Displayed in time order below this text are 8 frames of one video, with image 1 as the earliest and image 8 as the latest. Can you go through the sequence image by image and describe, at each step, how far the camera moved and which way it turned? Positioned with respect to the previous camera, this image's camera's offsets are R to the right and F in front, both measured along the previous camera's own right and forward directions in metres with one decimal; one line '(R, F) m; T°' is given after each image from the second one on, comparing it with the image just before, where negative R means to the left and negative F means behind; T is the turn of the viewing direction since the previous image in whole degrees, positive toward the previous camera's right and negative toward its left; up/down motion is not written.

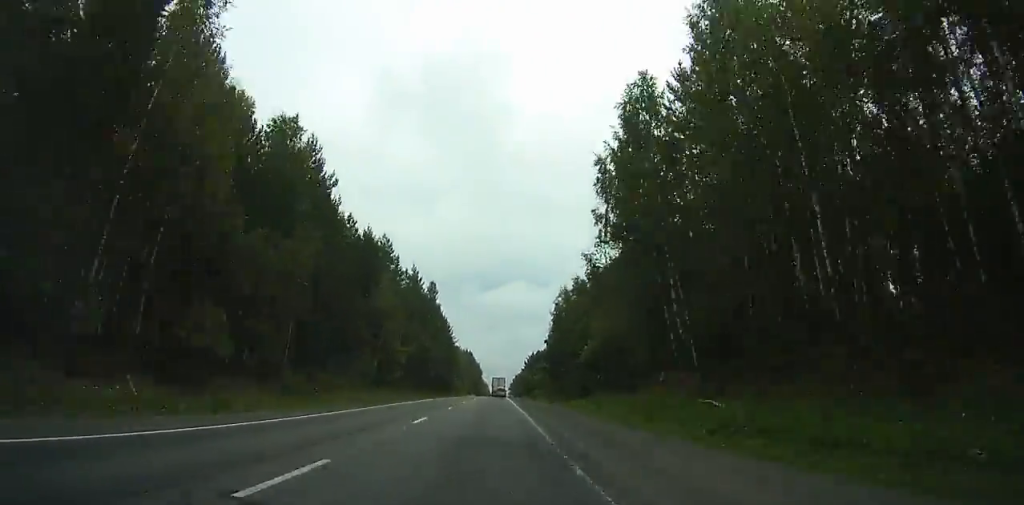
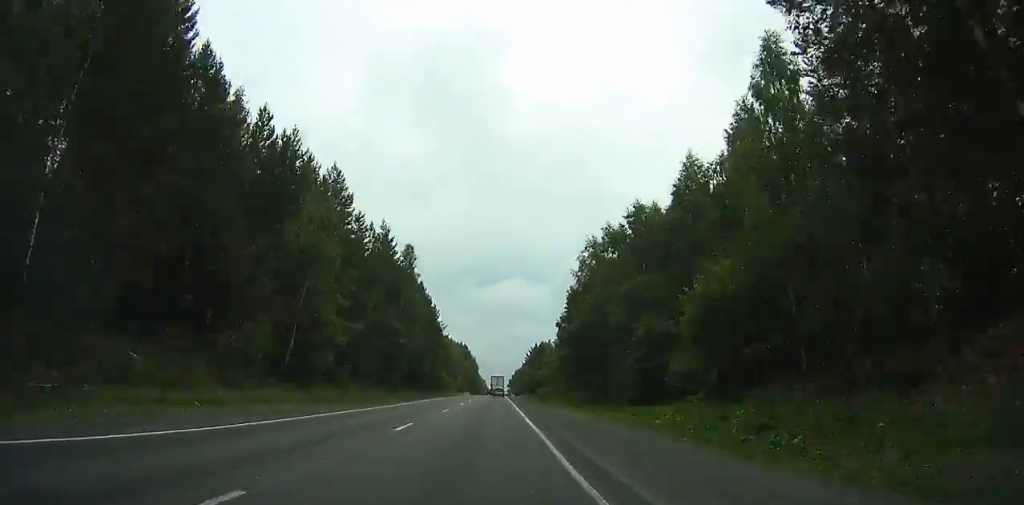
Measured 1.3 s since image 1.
(0.0, +27.1) m; 0°
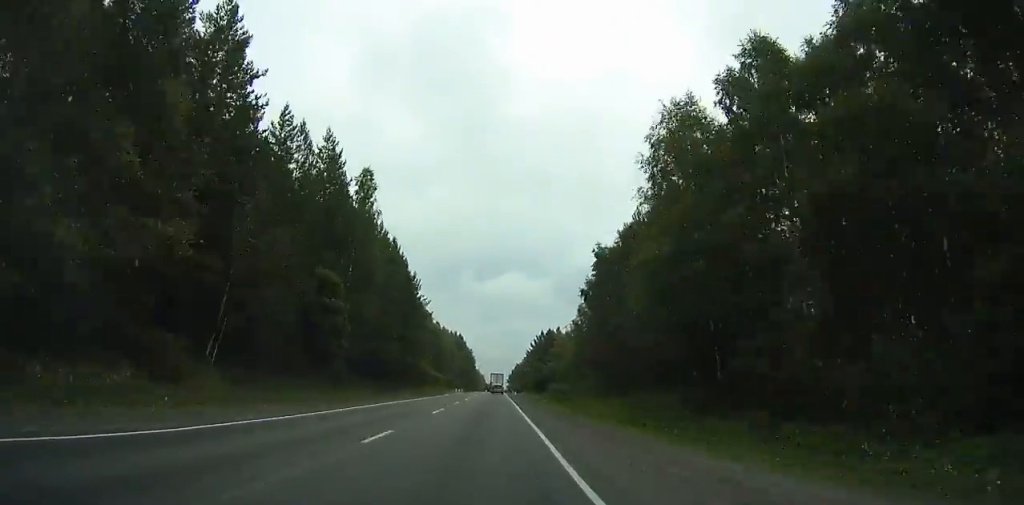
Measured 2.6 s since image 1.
(-0.3, +27.3) m; 0°
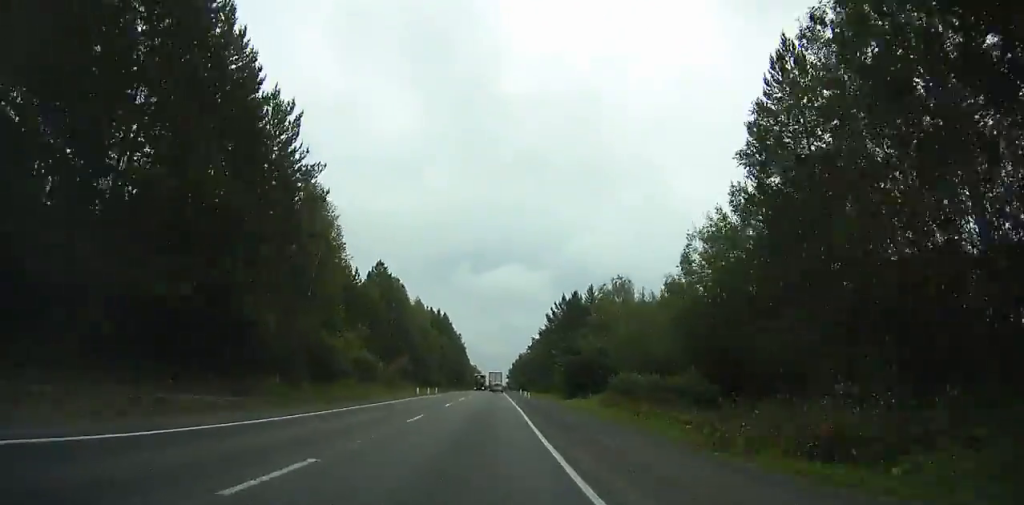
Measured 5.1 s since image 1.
(0.0, +52.7) m; +1°
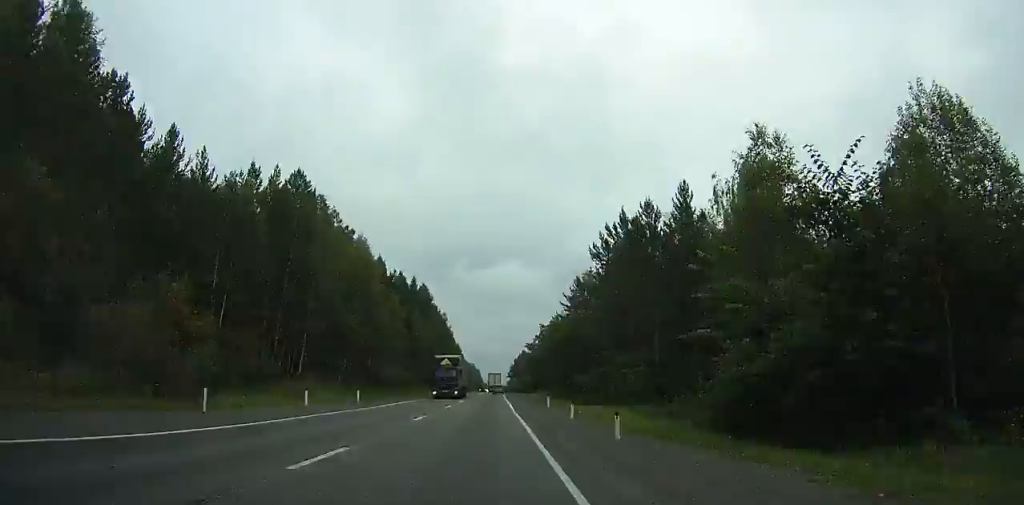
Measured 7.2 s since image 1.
(+0.7, +44.6) m; +1°
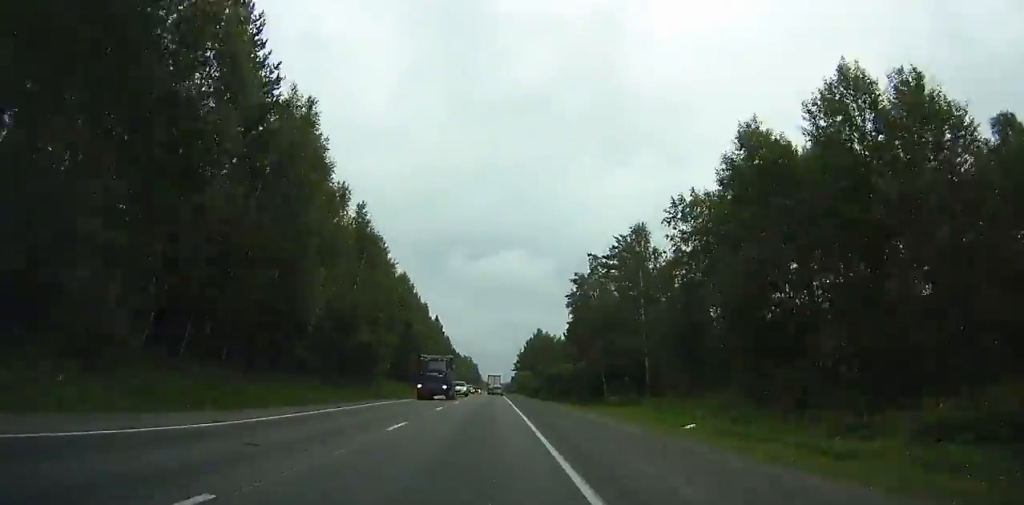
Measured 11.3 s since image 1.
(-0.4, +87.9) m; 0°
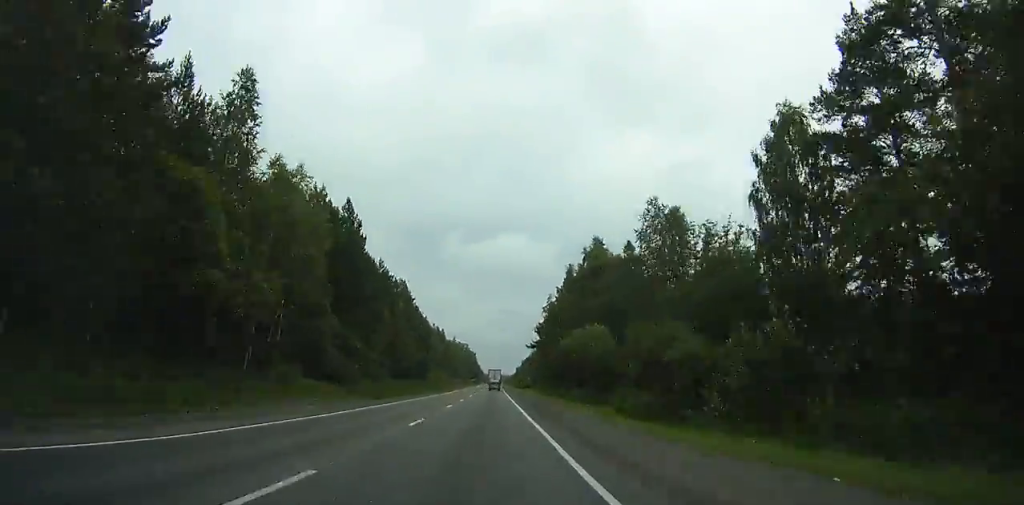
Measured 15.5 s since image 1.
(+0.3, +89.9) m; 0°
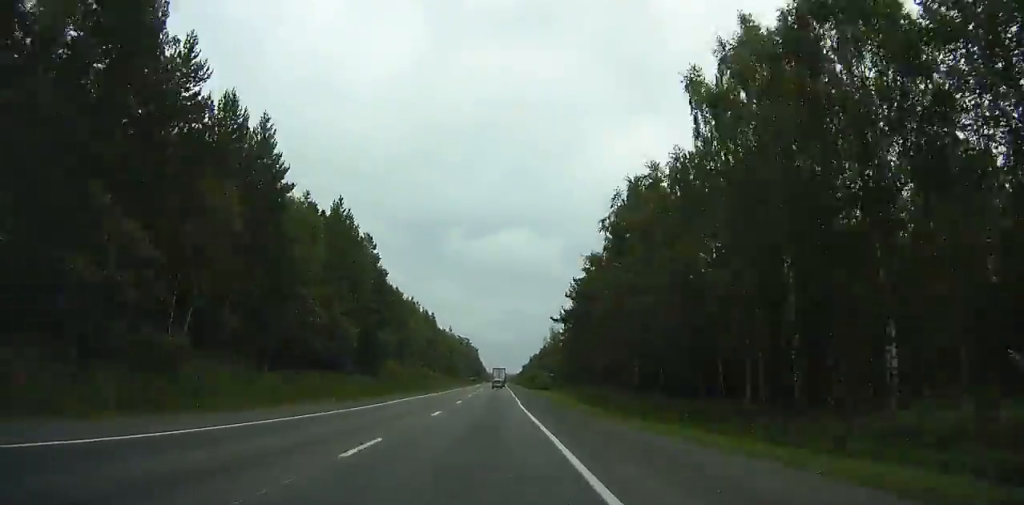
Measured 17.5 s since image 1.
(0.0, +42.5) m; 0°
